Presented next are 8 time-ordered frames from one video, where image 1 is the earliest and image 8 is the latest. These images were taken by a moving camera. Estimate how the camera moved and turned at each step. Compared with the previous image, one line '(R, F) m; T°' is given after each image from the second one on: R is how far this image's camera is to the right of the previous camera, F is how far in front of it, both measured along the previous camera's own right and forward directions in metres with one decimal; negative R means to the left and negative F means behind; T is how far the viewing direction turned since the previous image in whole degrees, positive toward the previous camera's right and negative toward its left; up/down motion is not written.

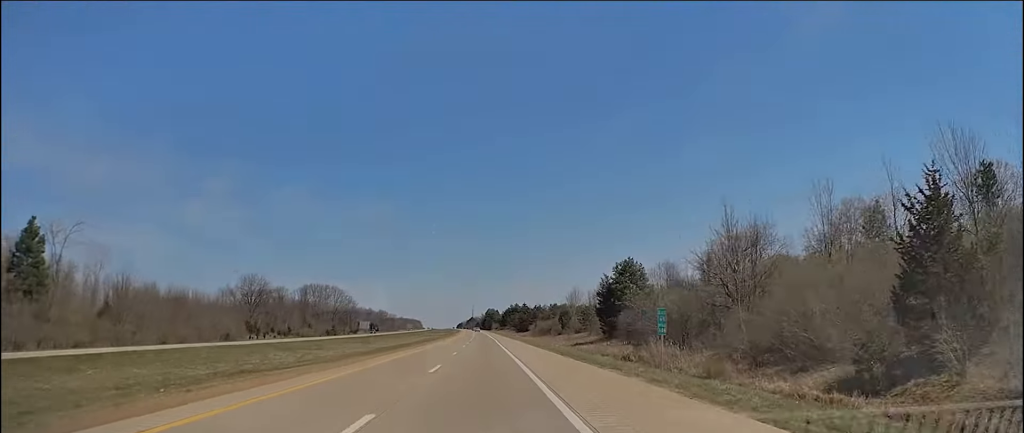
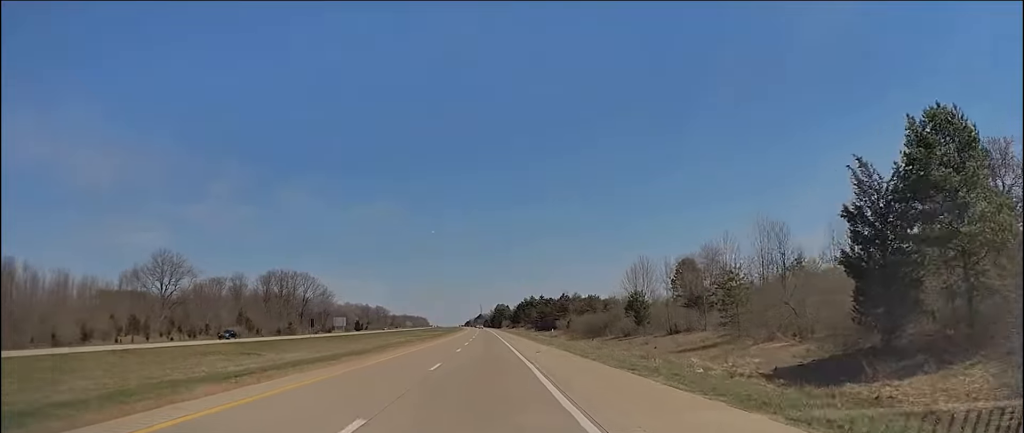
(-0.1, +63.1) m; 0°
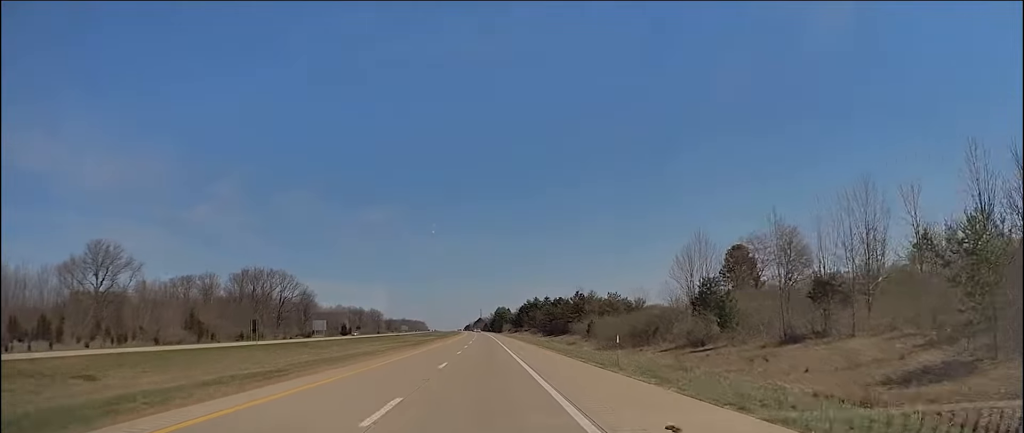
(-0.4, +27.0) m; -1°
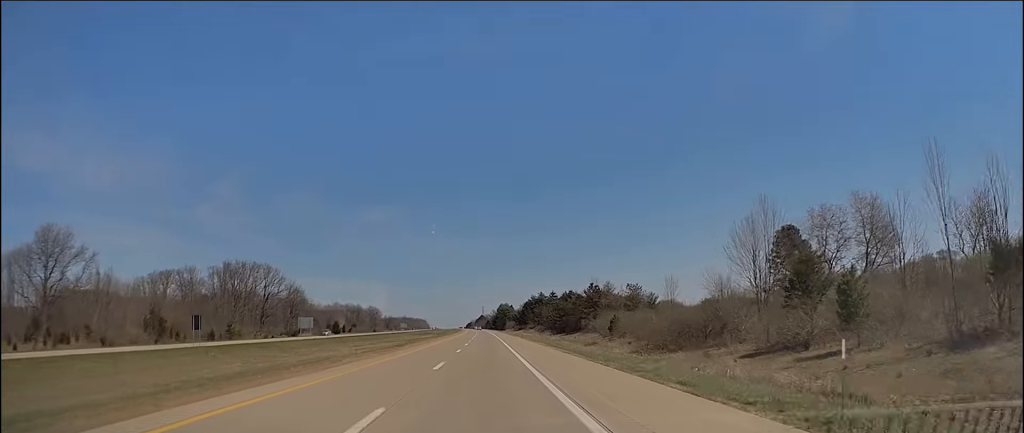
(-0.1, +17.3) m; 0°
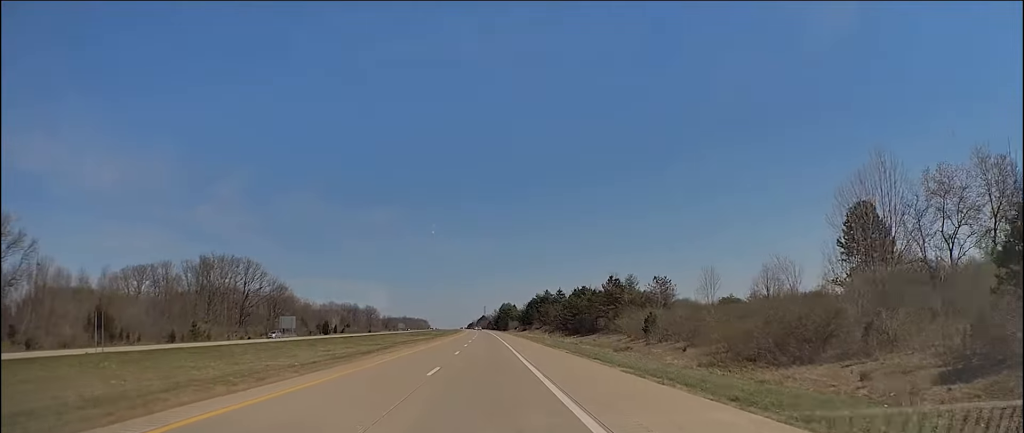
(0.0, +18.3) m; 0°
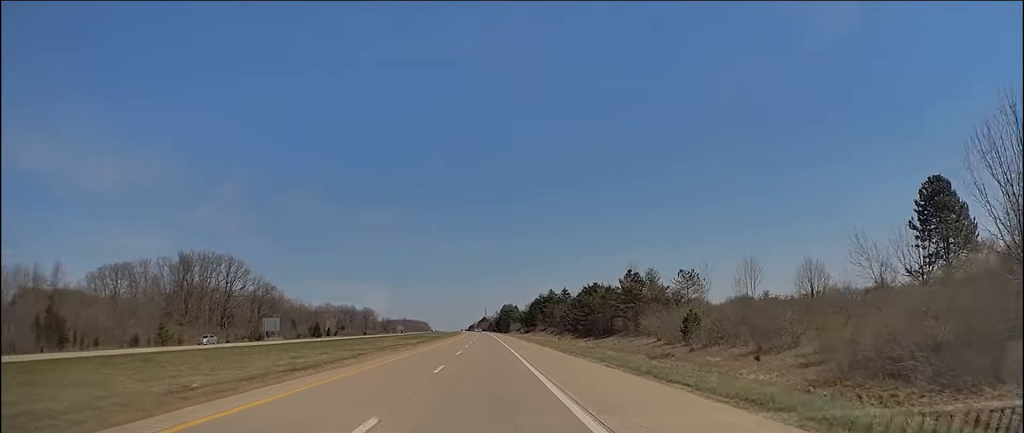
(0.0, +13.5) m; 0°
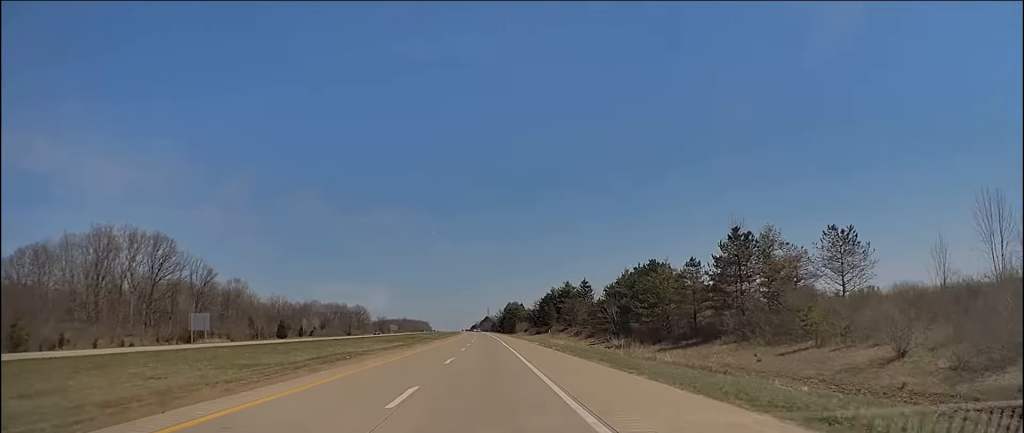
(0.0, +40.3) m; 0°
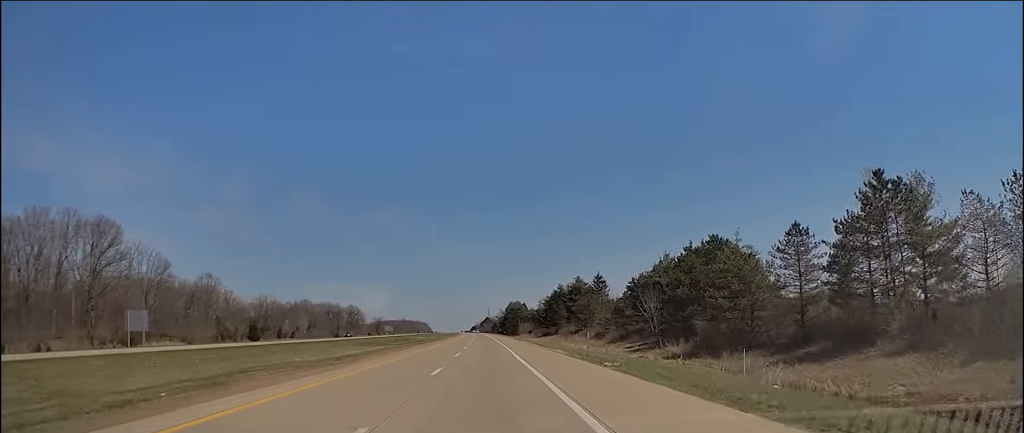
(+0.1, +22.2) m; 0°
